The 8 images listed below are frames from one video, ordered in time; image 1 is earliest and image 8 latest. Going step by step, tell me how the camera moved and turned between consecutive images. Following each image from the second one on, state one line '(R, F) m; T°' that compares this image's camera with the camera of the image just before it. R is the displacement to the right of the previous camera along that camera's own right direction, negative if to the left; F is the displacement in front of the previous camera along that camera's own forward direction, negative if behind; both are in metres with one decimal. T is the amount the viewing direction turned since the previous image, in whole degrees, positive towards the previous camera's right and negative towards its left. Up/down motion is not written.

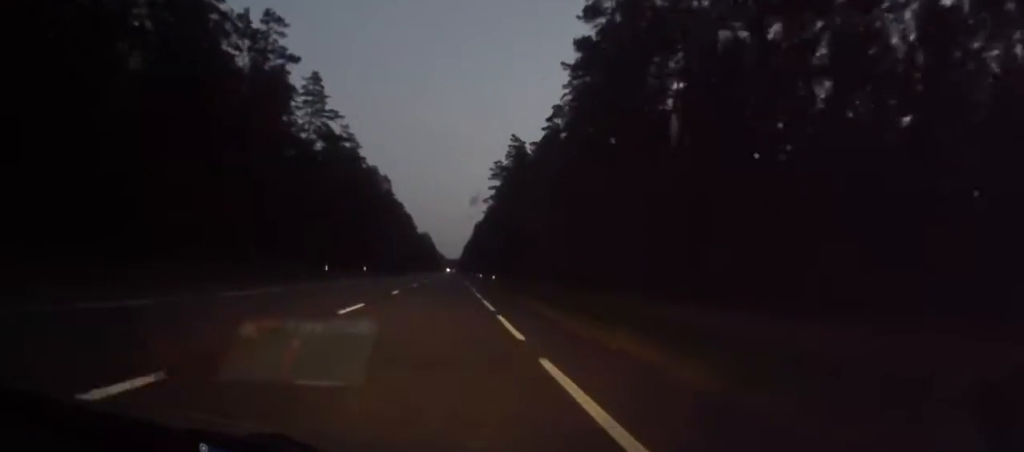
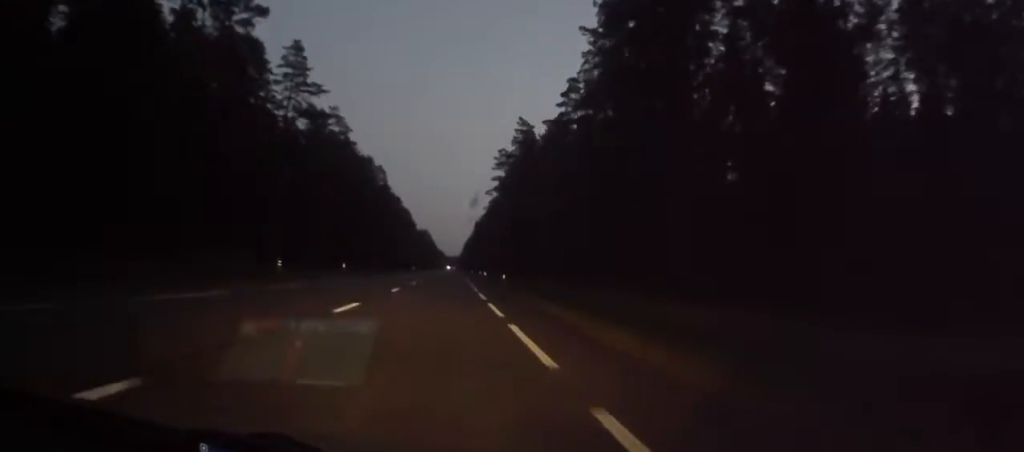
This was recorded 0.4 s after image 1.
(0.0, +12.6) m; 0°
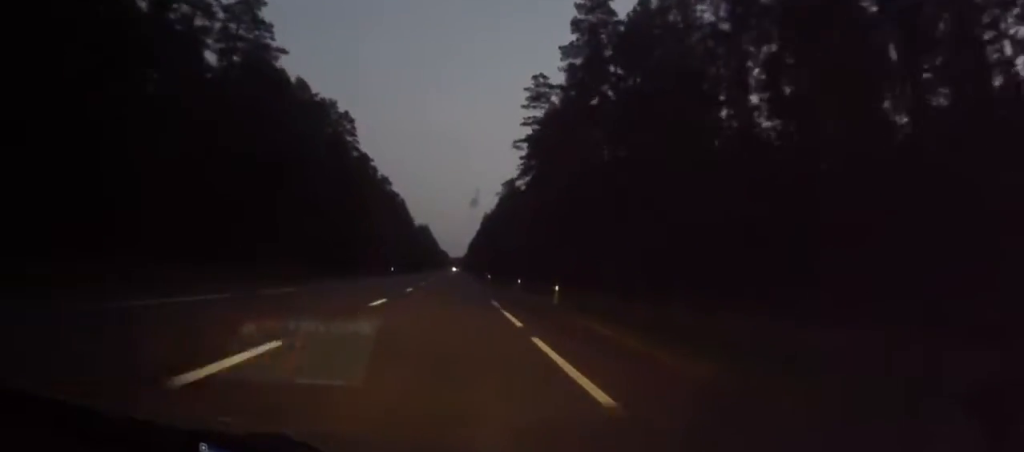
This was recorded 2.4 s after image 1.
(+0.1, +56.1) m; 0°
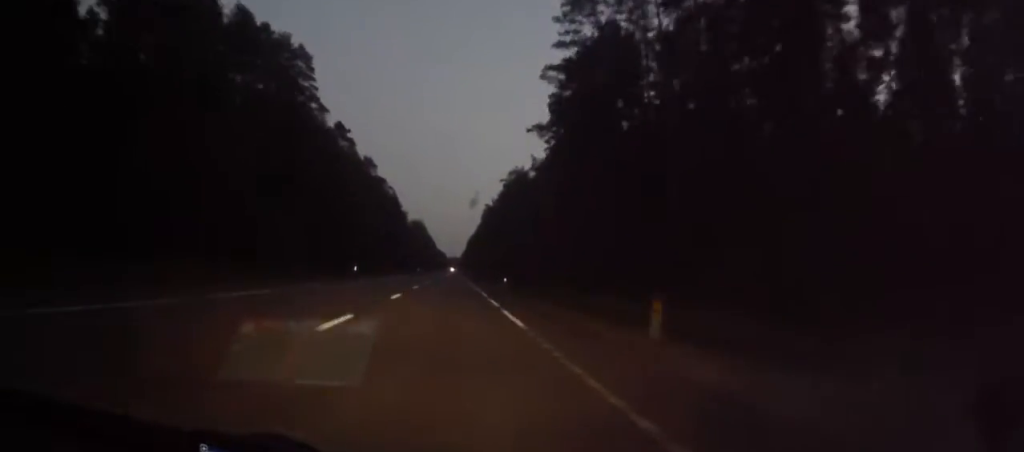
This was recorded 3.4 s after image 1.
(-0.1, +31.3) m; -1°
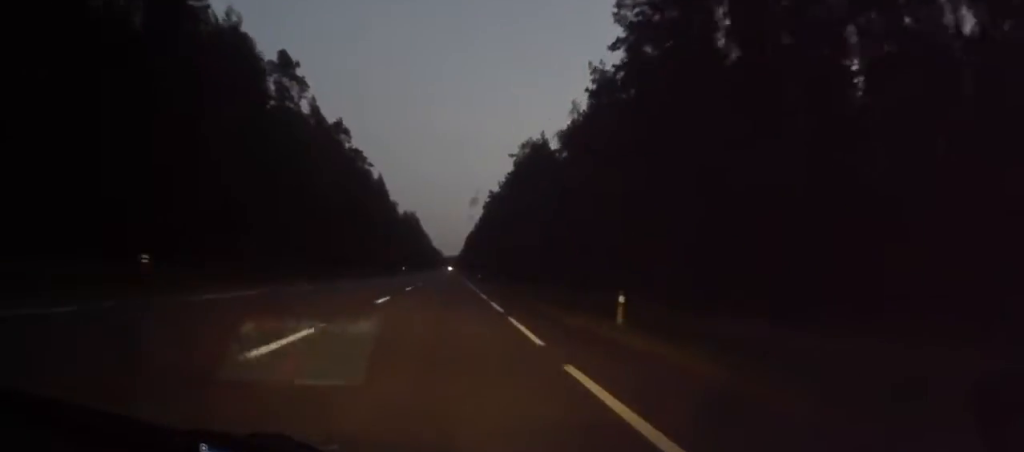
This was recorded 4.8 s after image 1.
(-0.1, +39.9) m; 0°
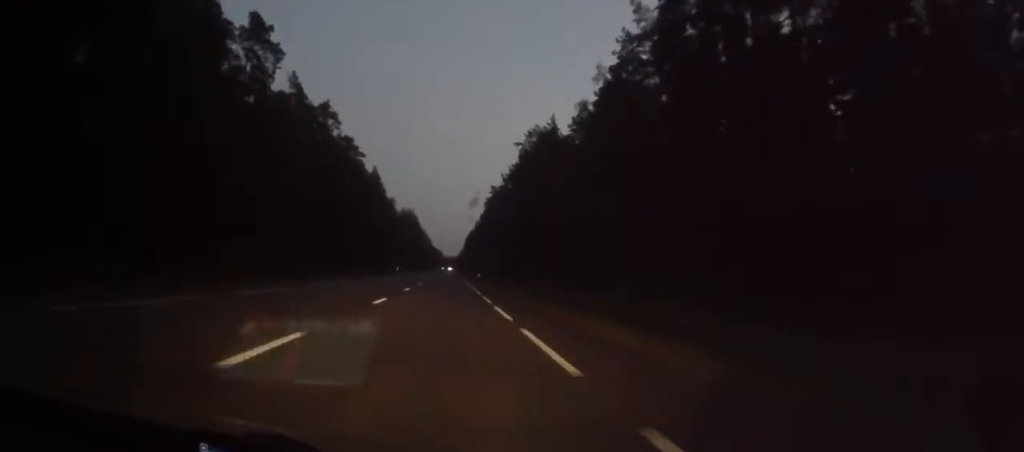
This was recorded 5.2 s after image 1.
(+0.1, +12.6) m; 0°
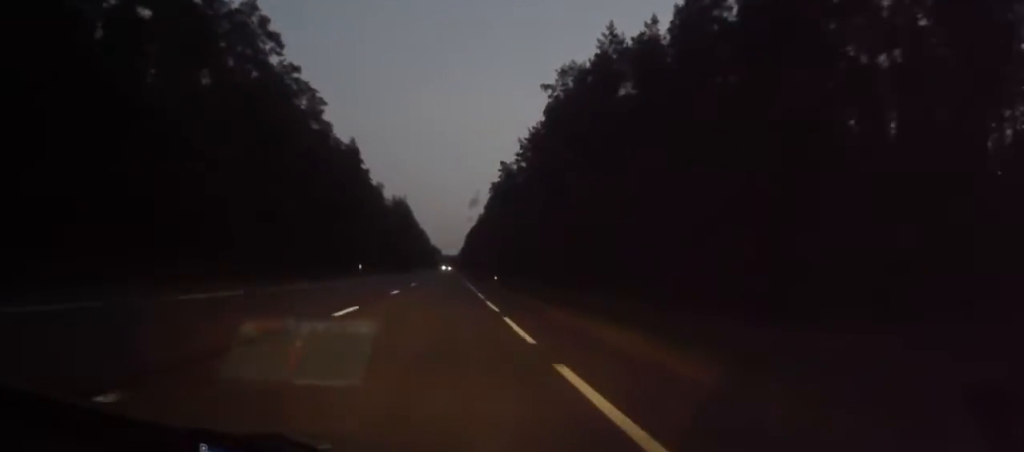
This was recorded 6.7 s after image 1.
(0.0, +41.4) m; 0°
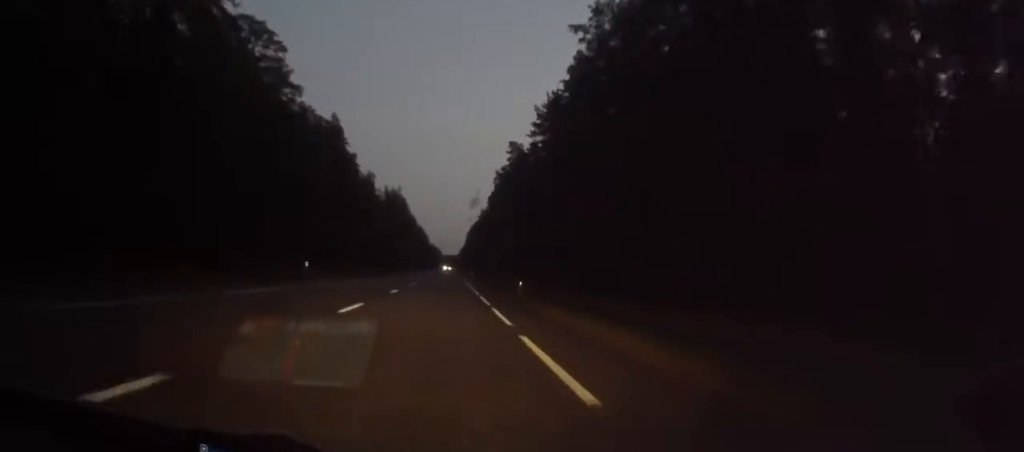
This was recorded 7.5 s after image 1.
(0.0, +23.0) m; 0°
